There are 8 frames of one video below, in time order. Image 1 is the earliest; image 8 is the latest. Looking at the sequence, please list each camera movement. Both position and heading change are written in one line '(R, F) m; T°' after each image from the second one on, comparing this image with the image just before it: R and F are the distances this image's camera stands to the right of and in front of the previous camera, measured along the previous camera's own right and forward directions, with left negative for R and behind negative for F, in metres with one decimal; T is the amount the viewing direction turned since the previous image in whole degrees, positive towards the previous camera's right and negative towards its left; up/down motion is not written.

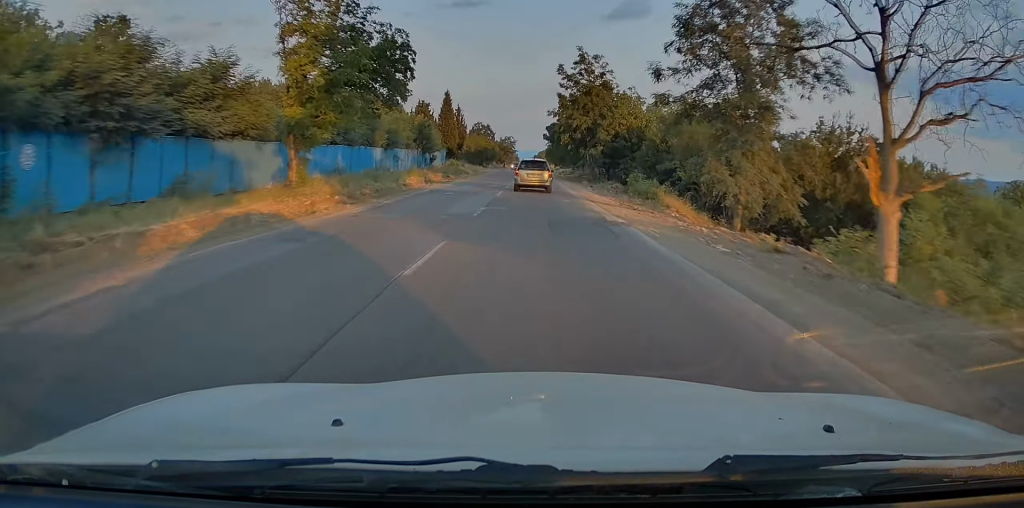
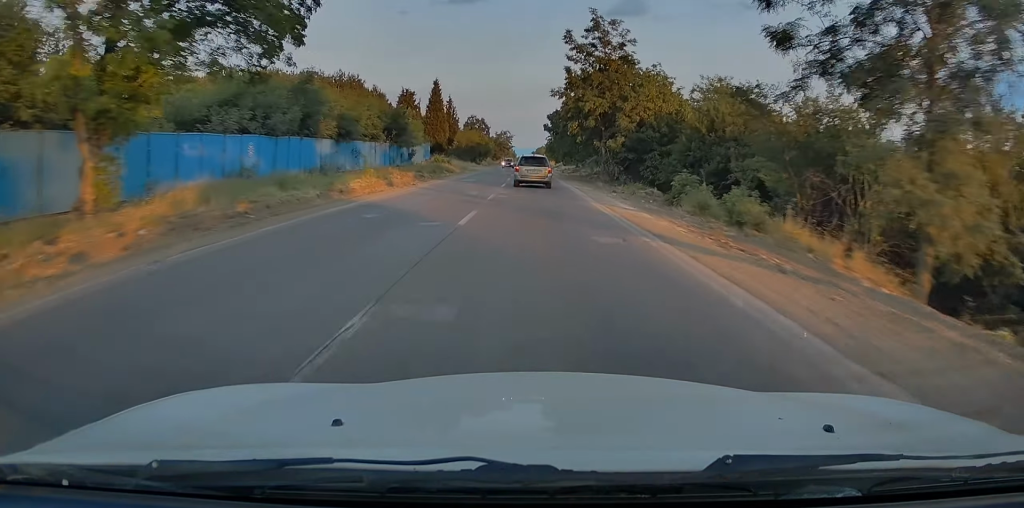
(+0.2, +13.3) m; 0°
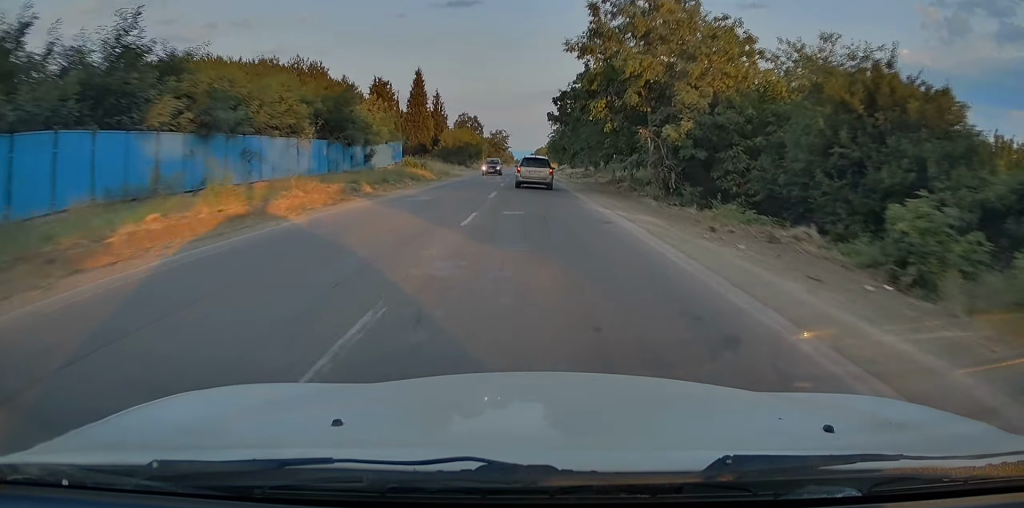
(-0.3, +17.5) m; 0°
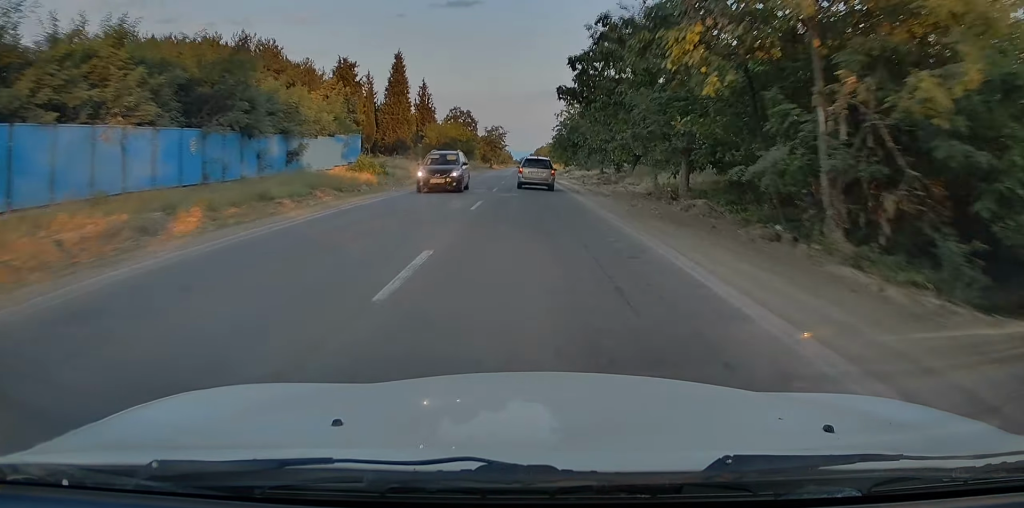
(+0.1, +16.2) m; 0°
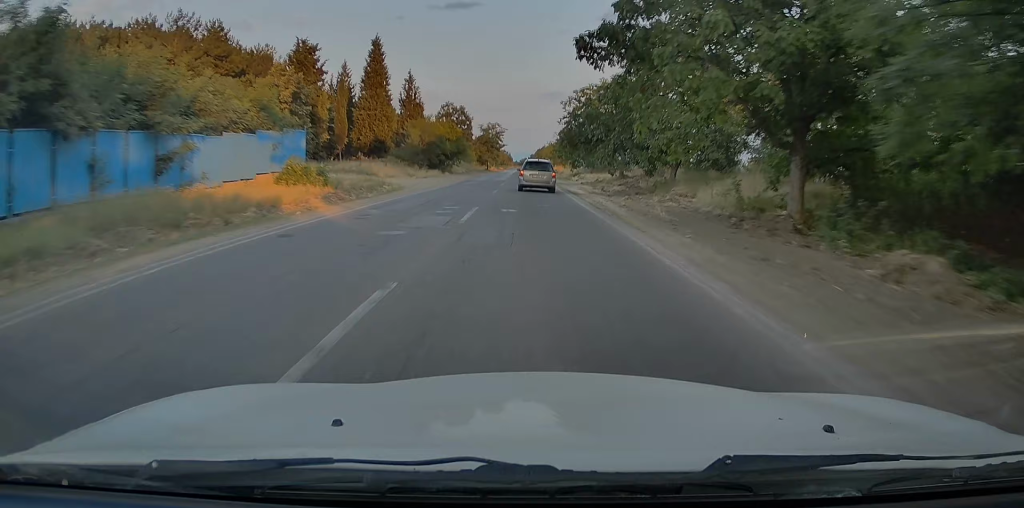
(+0.1, +12.7) m; 0°
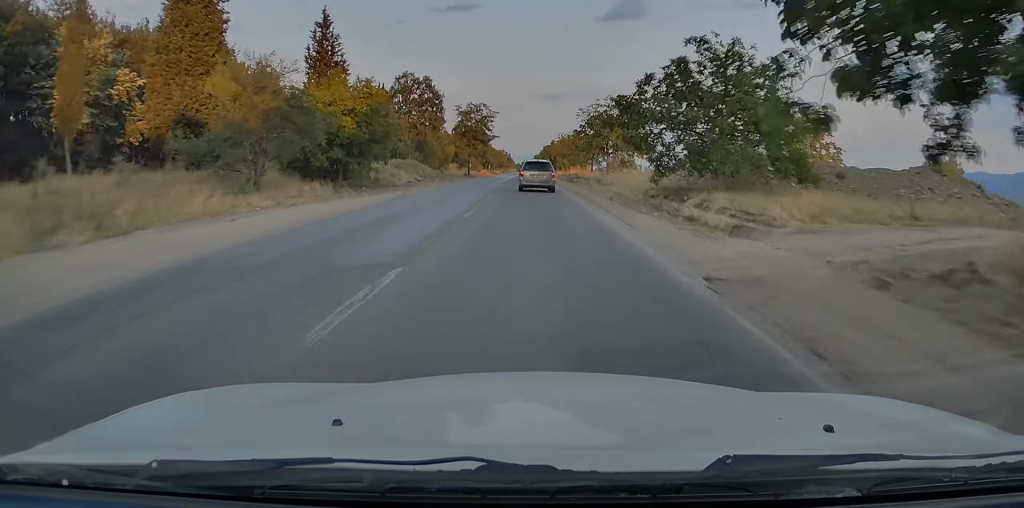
(-0.3, +43.3) m; -1°
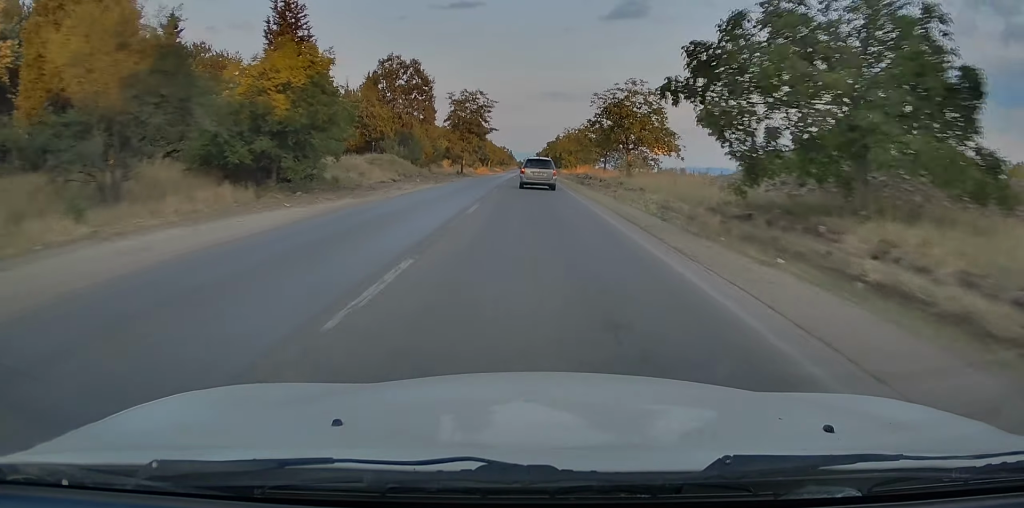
(-0.1, +10.0) m; 0°
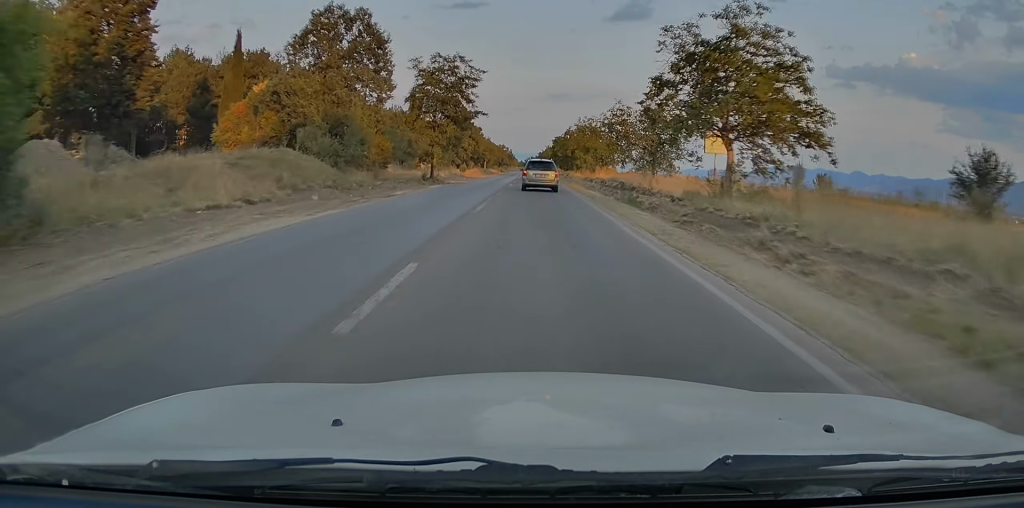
(+0.1, +22.2) m; +1°
